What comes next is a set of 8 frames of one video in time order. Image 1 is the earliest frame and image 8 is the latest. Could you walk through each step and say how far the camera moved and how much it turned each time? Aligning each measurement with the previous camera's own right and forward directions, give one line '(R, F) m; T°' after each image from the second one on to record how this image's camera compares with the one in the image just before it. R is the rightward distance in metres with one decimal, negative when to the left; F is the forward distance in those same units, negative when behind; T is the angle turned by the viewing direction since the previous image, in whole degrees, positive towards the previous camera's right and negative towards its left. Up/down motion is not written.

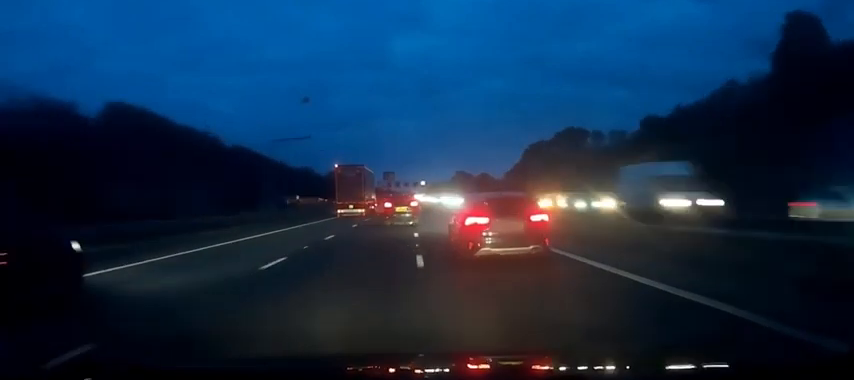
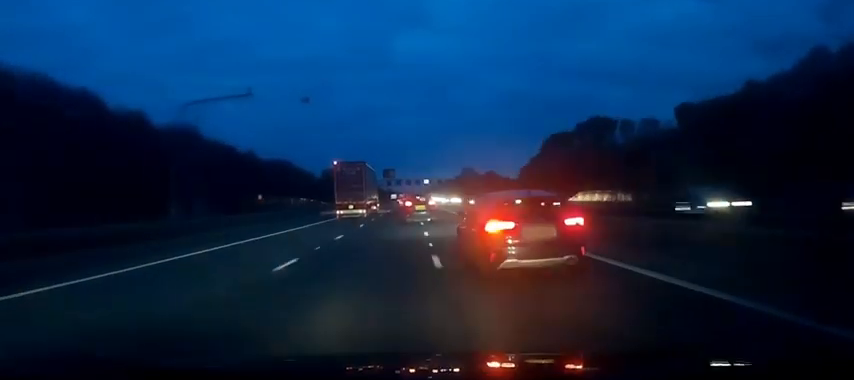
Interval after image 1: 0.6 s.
(0.0, +17.8) m; 0°
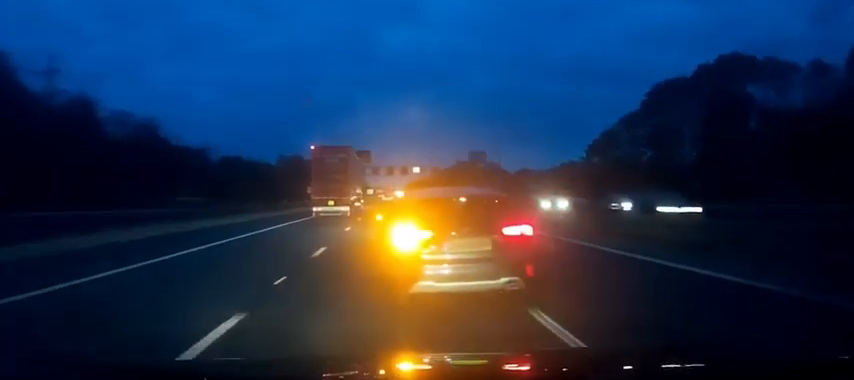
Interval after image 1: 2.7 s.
(+0.3, +62.1) m; +1°
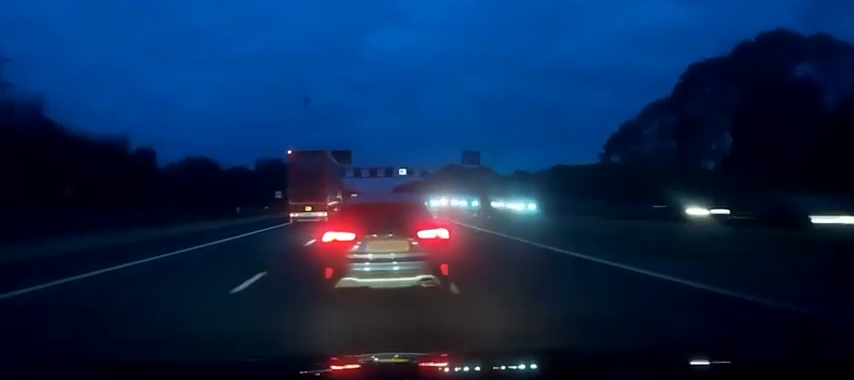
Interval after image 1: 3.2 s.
(+0.1, +13.6) m; +1°
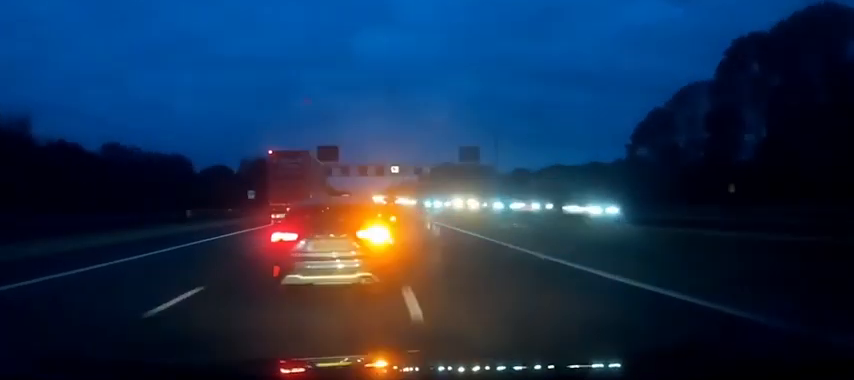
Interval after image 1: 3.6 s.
(+0.1, +11.2) m; 0°
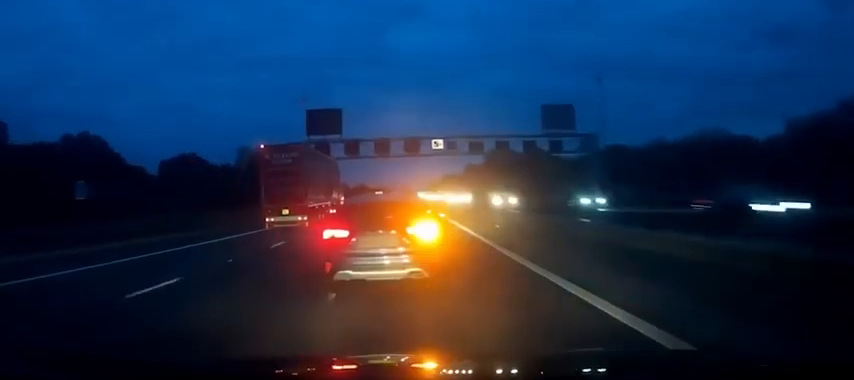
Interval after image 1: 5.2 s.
(+0.2, +43.8) m; -1°
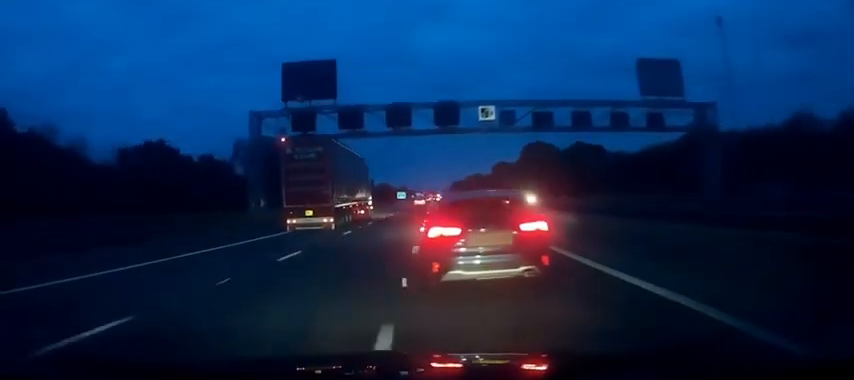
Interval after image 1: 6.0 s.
(-0.5, +22.9) m; -2°
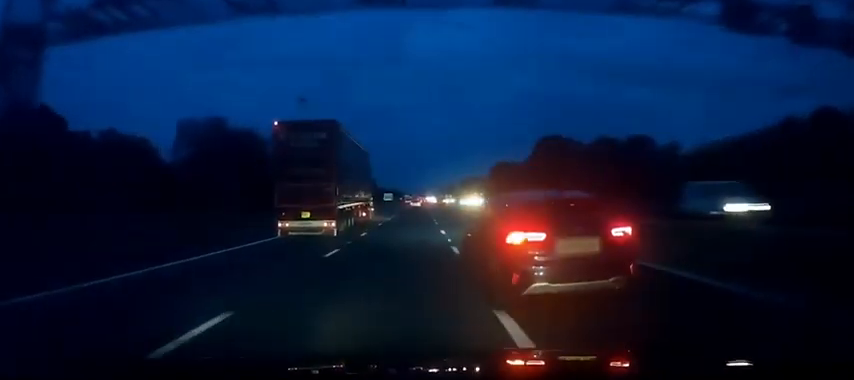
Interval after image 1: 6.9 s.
(-0.4, +26.6) m; -1°
